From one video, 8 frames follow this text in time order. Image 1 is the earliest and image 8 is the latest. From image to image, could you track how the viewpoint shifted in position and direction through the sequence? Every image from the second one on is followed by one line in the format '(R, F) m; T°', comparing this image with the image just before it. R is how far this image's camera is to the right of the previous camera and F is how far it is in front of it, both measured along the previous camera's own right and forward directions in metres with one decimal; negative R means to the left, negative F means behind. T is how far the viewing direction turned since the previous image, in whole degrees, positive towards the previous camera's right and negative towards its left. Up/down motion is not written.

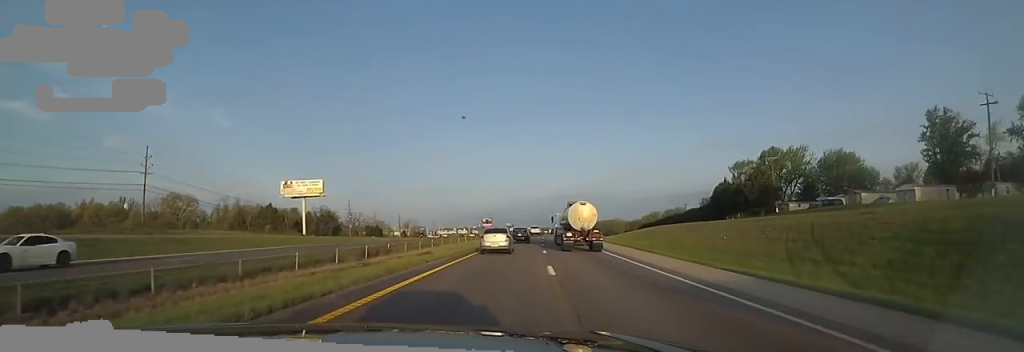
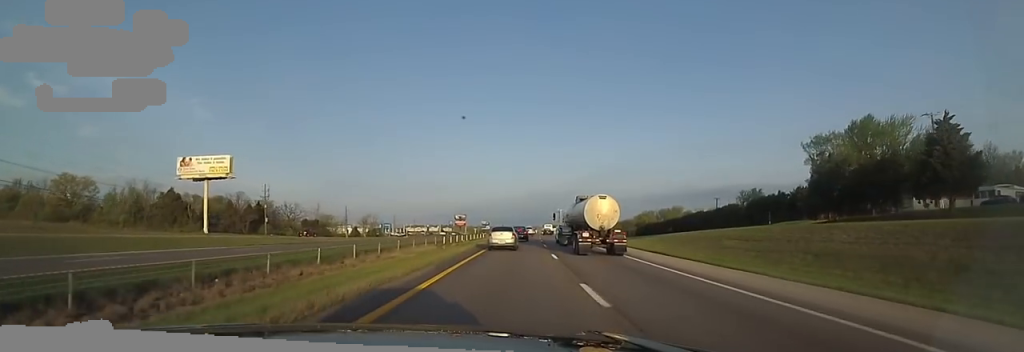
(+0.2, +42.8) m; +1°
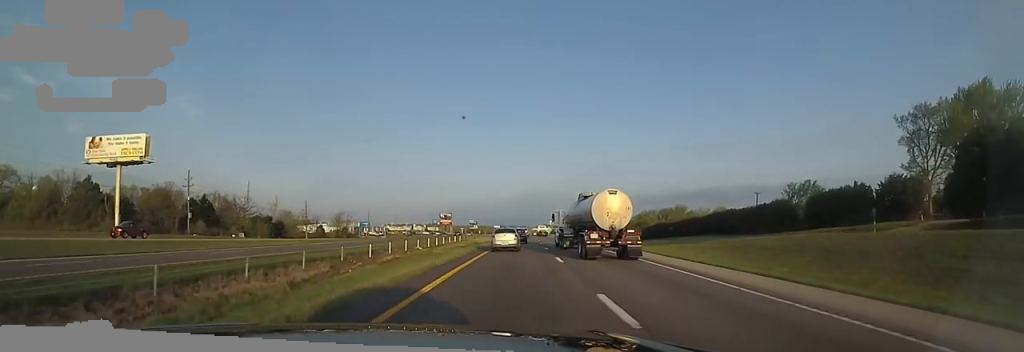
(0.0, +26.5) m; +2°
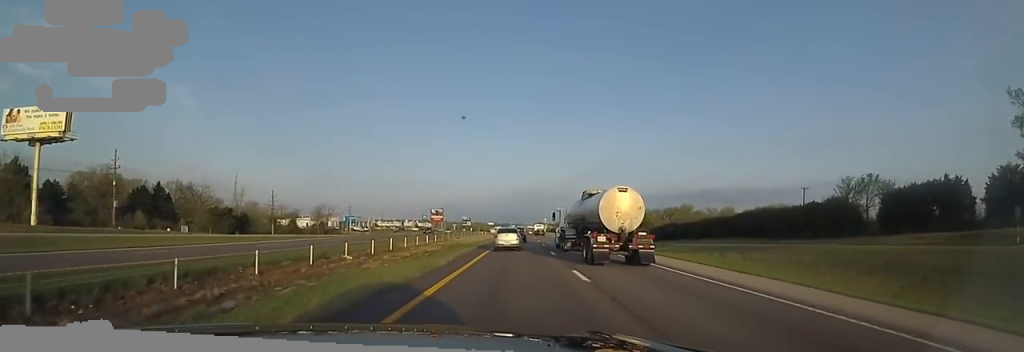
(+0.7, +18.3) m; +1°
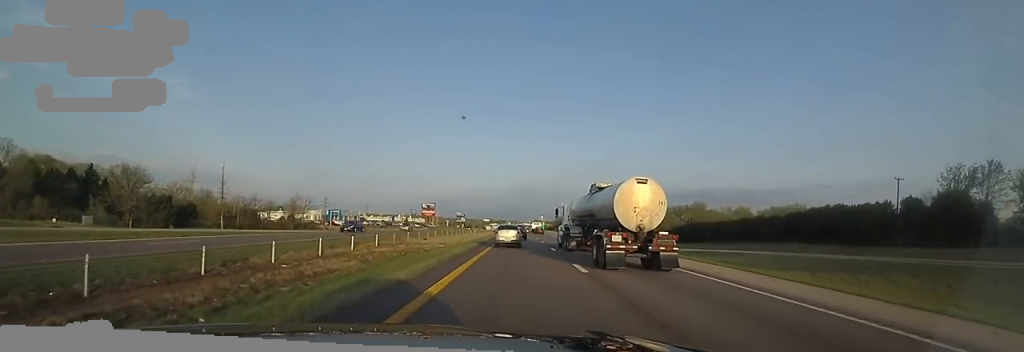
(+0.3, +22.3) m; +1°
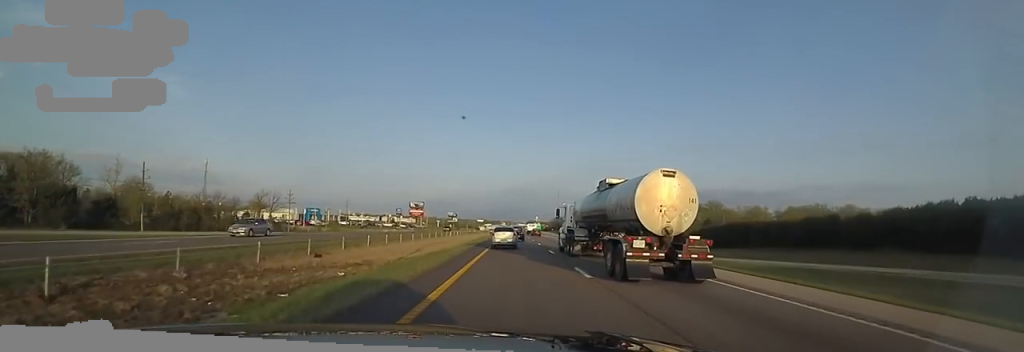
(+0.1, +24.1) m; 0°
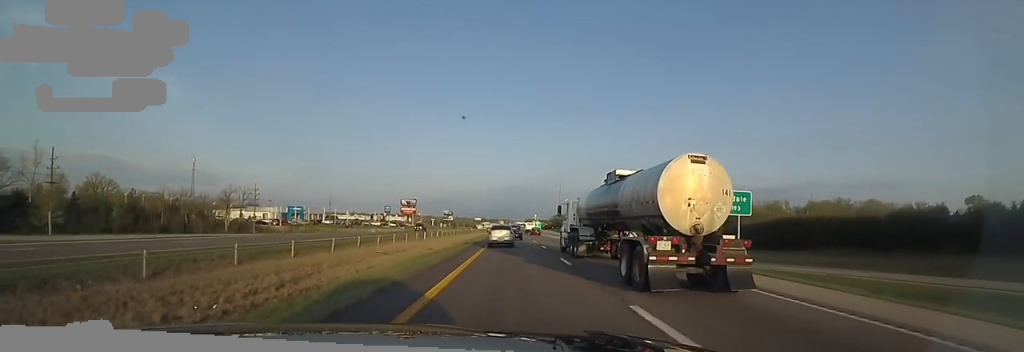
(0.0, +20.1) m; 0°
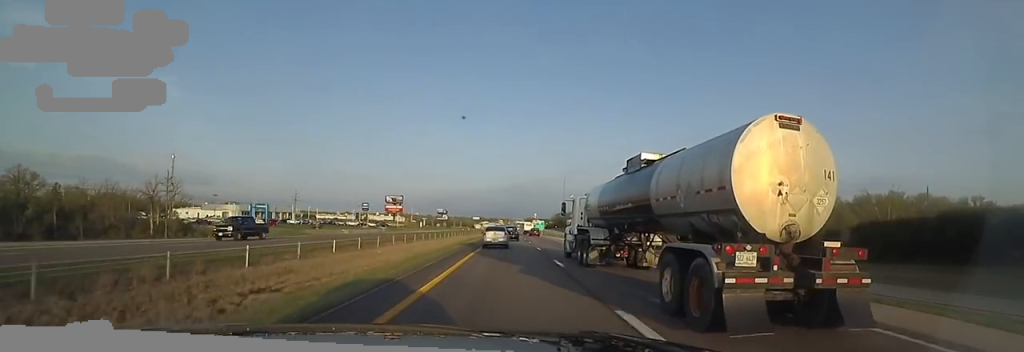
(0.0, +37.2) m; +2°
